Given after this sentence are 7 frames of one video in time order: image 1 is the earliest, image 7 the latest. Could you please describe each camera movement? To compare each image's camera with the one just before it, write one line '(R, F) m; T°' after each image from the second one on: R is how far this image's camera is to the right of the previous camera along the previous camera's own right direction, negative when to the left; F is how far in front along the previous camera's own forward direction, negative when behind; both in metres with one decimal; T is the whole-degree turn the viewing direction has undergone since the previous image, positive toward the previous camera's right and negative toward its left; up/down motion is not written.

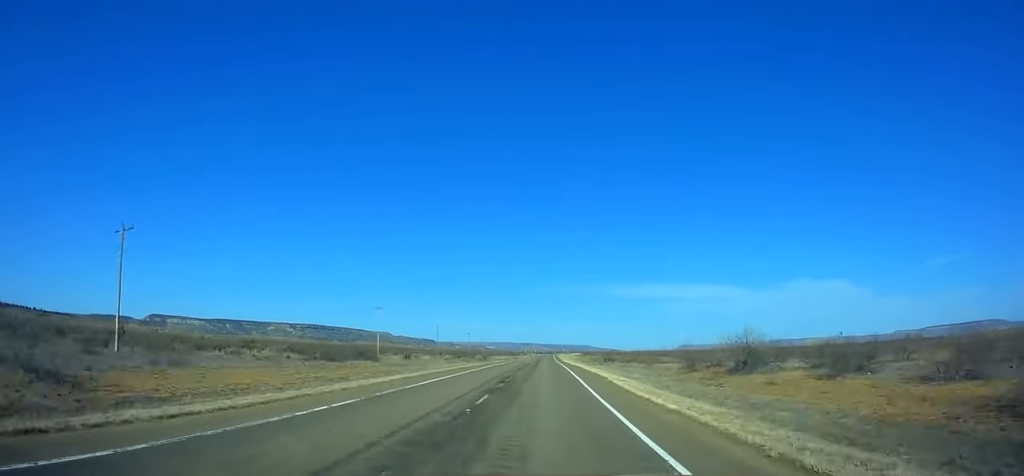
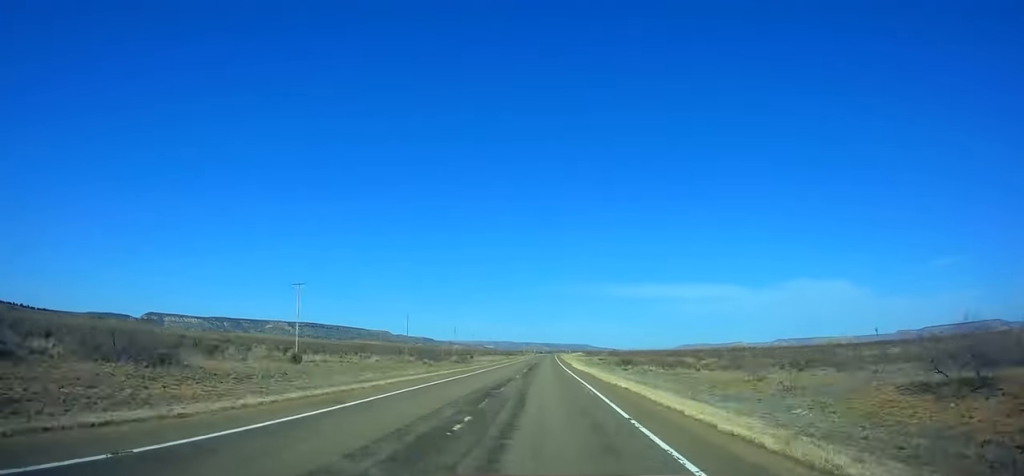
(+0.4, +38.2) m; 0°
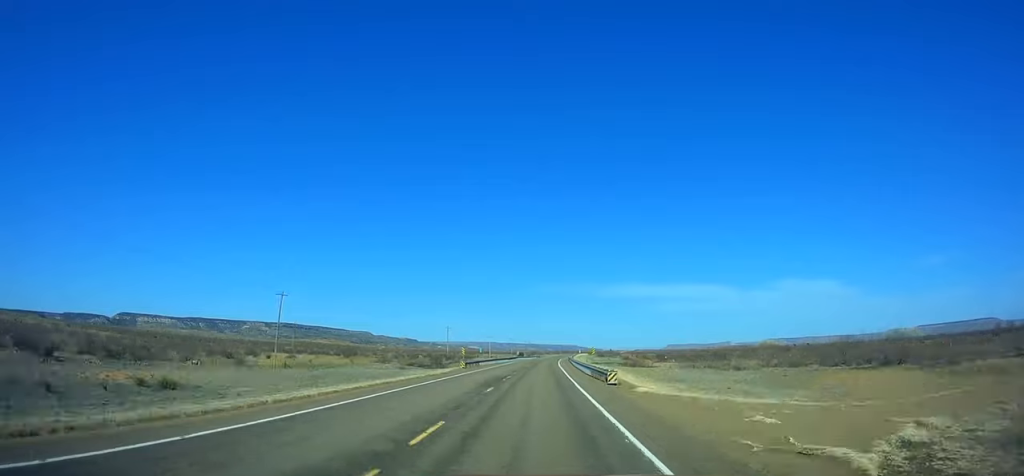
(+0.6, +196.7) m; +1°
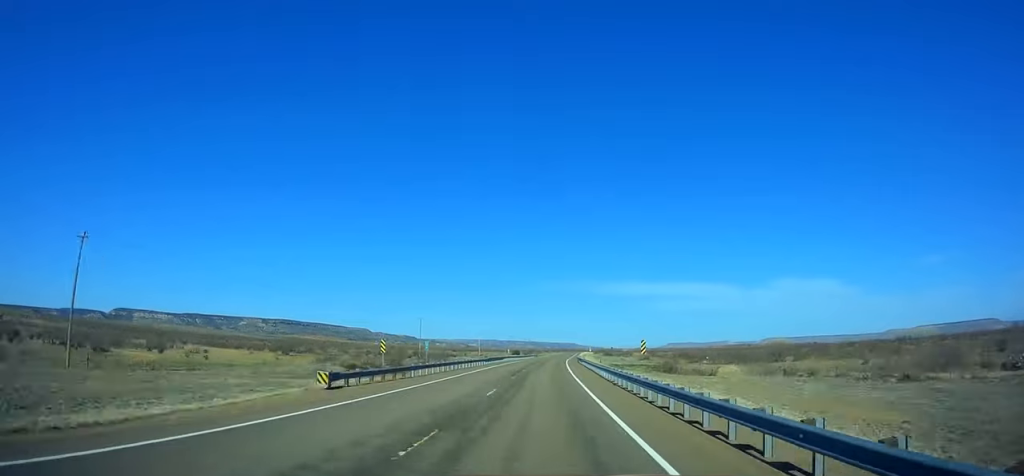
(+0.2, +38.3) m; 0°
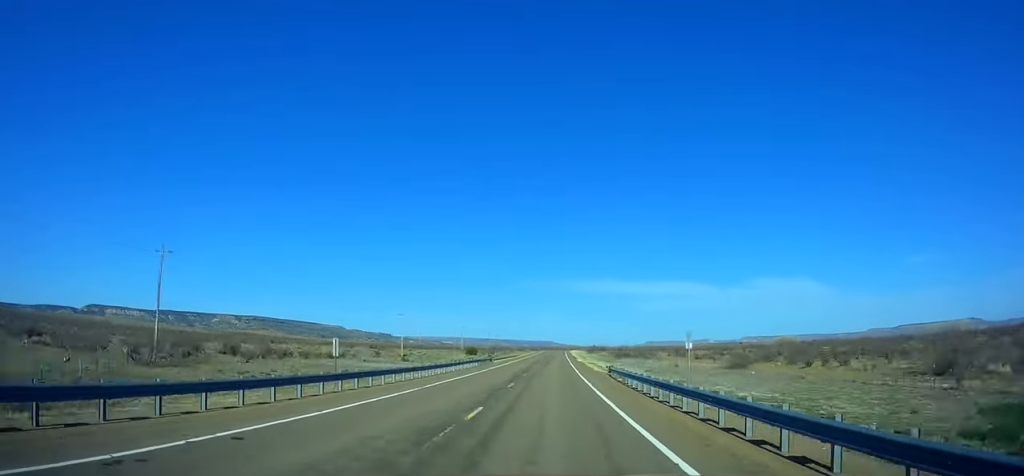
(+0.4, +93.2) m; +1°
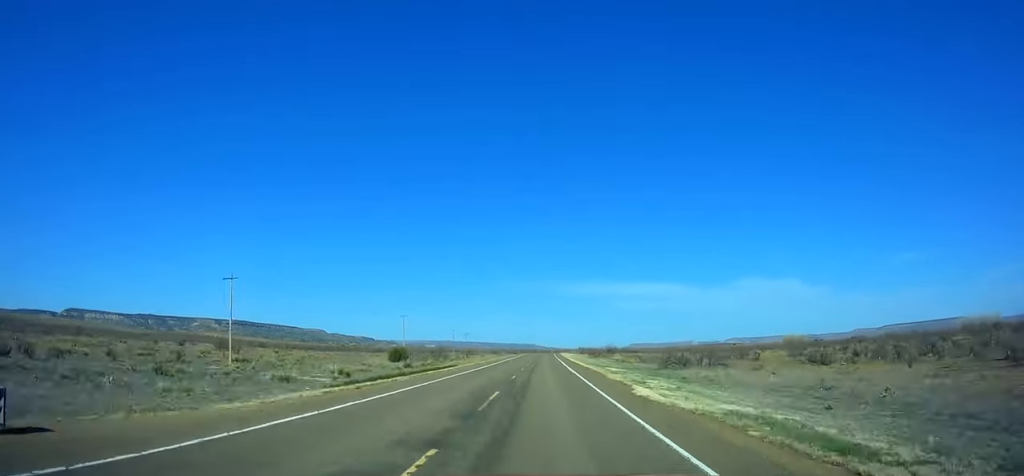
(+0.6, +68.4) m; +2°
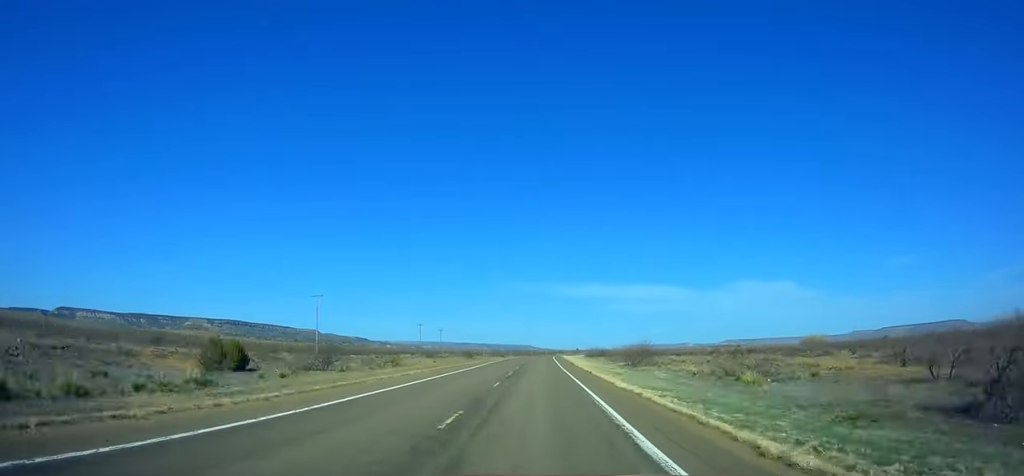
(+0.8, +54.7) m; +1°
